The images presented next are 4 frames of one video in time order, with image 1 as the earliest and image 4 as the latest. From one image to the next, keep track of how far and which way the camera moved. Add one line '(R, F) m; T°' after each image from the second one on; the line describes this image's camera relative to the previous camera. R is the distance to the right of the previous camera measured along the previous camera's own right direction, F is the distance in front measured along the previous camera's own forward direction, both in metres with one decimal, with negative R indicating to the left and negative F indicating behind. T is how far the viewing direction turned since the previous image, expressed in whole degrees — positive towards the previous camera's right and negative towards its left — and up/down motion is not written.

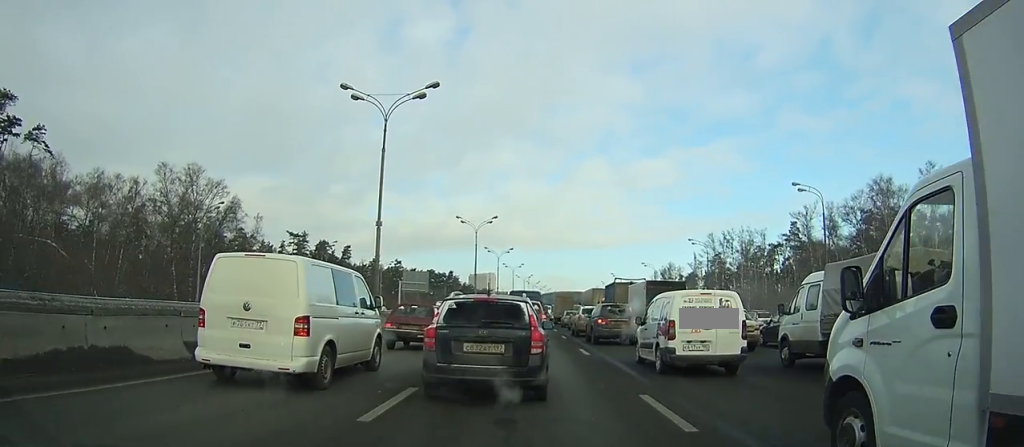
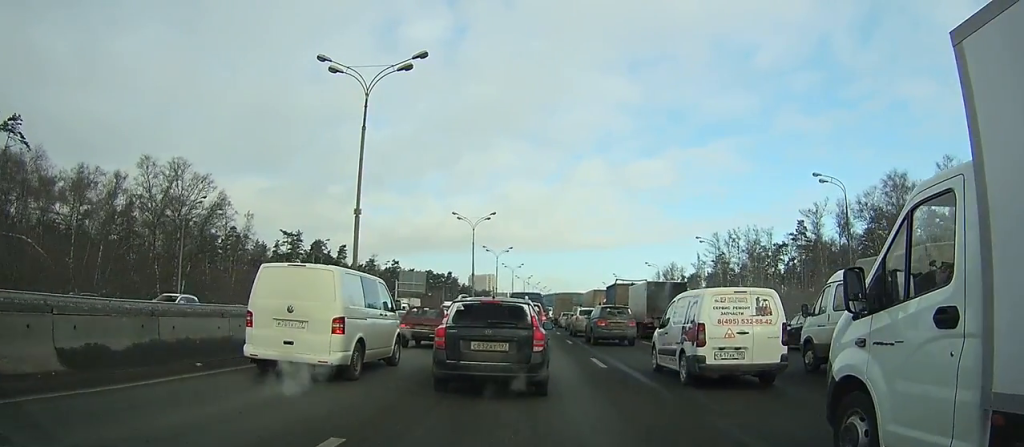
(0.0, +4.1) m; 0°
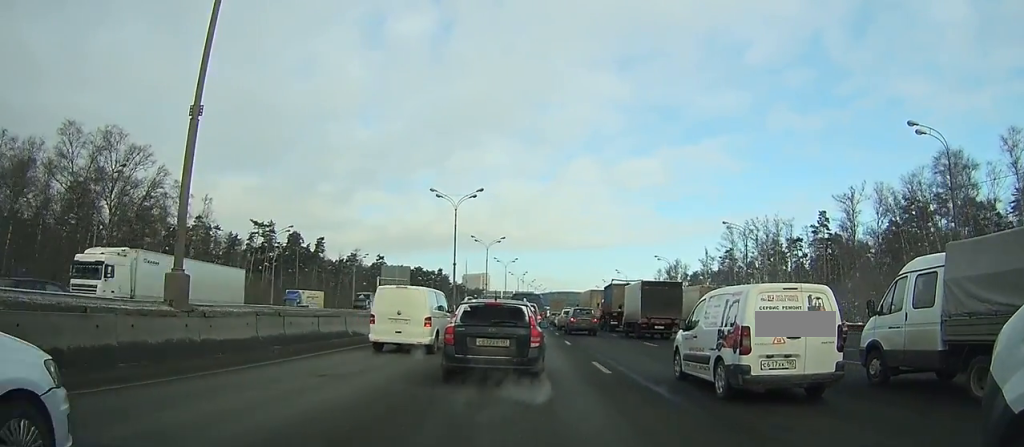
(0.0, +14.0) m; 0°
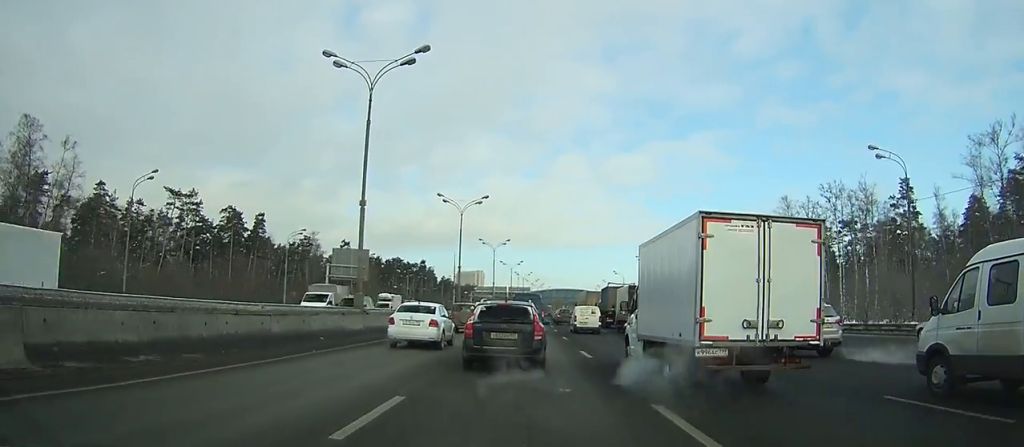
(-0.3, +33.2) m; -1°
